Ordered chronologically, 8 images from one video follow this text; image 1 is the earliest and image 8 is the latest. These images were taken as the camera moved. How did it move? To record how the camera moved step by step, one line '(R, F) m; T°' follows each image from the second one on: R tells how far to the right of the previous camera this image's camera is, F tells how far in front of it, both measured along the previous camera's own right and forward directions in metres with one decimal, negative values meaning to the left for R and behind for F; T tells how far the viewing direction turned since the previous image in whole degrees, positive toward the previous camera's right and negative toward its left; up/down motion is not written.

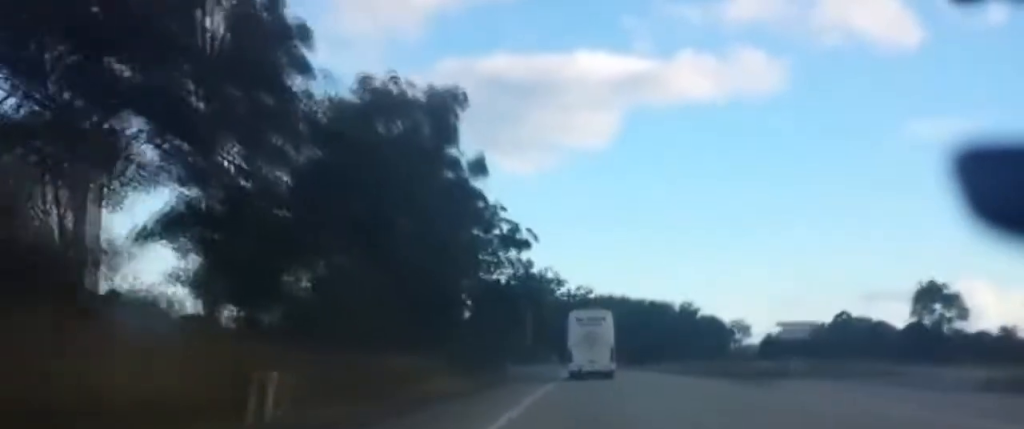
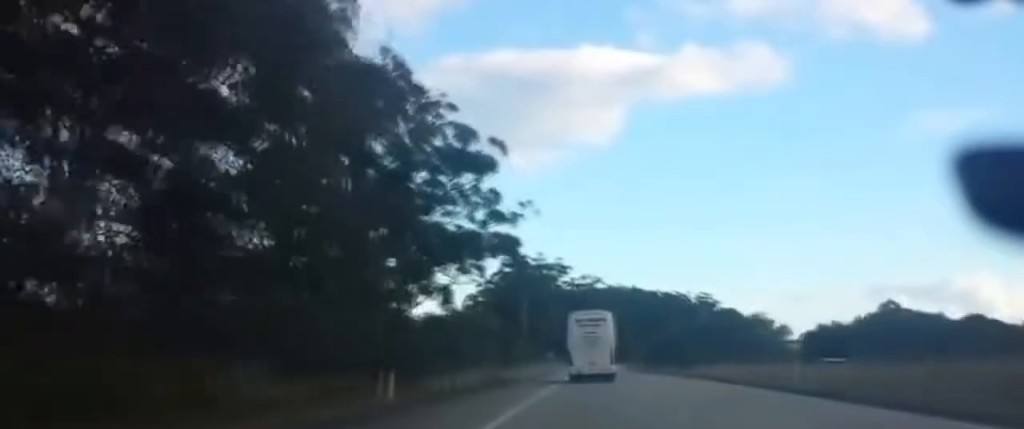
(+0.7, +48.8) m; +1°
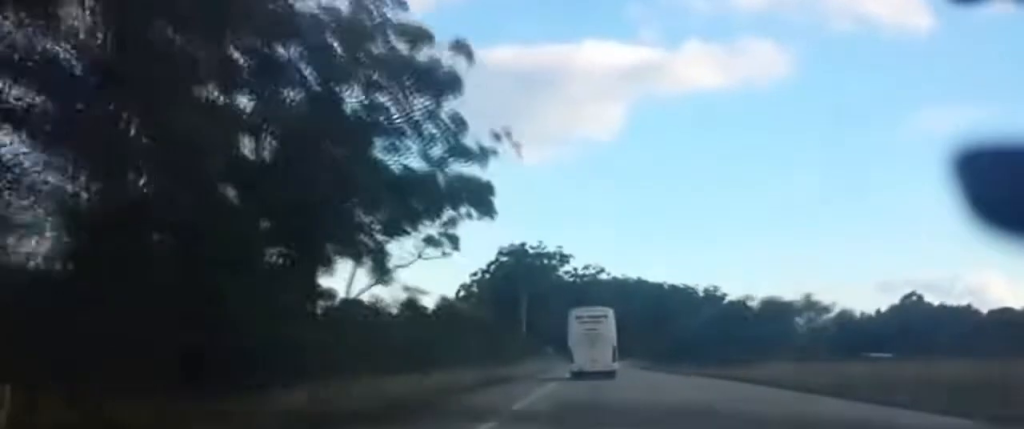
(0.0, +19.8) m; 0°
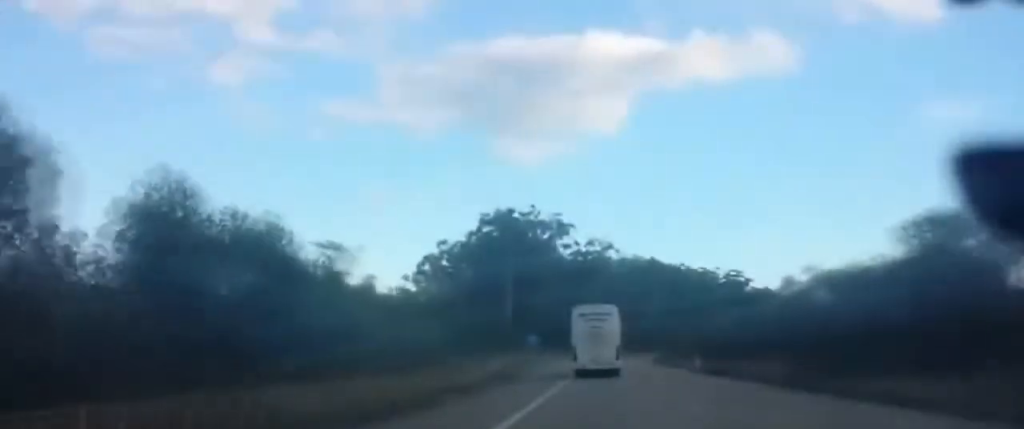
(-1.0, +55.9) m; -2°
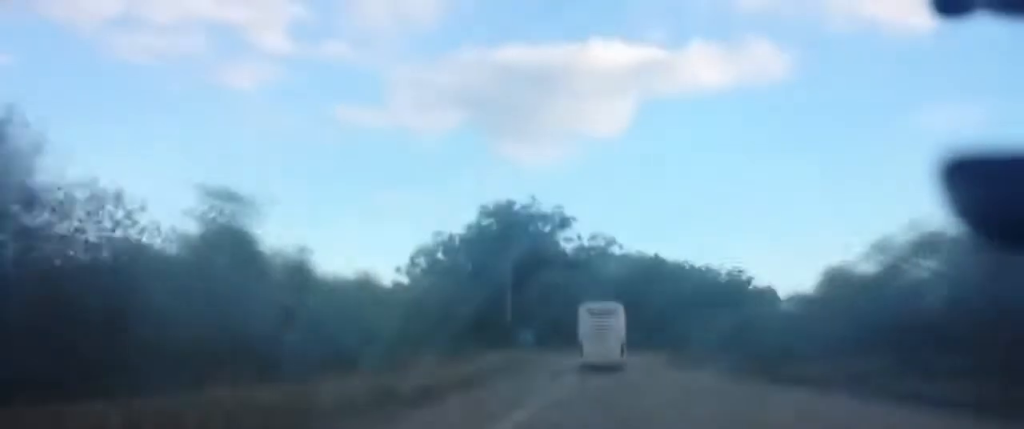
(-0.2, +15.7) m; 0°
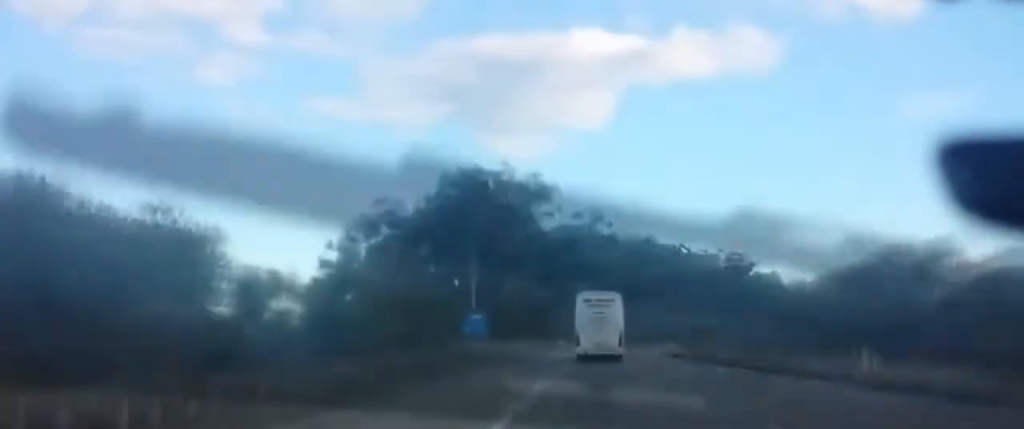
(+0.5, +32.2) m; +1°
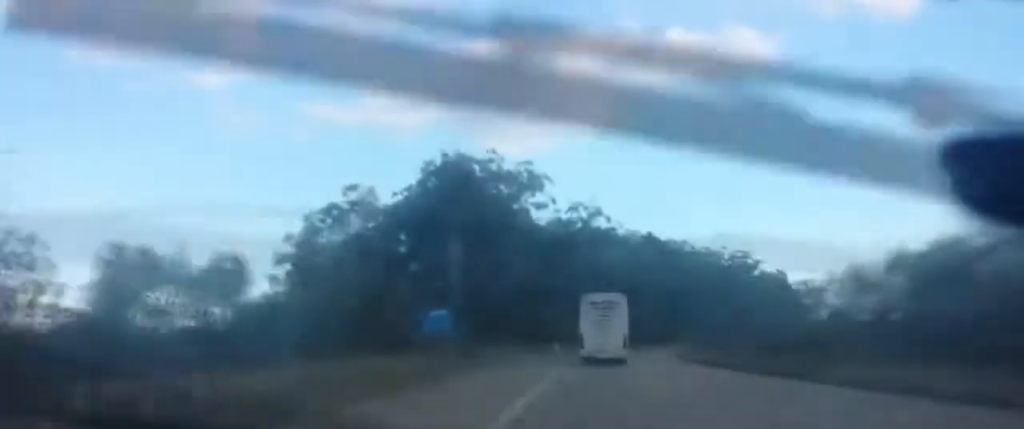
(0.0, +14.8) m; 0°
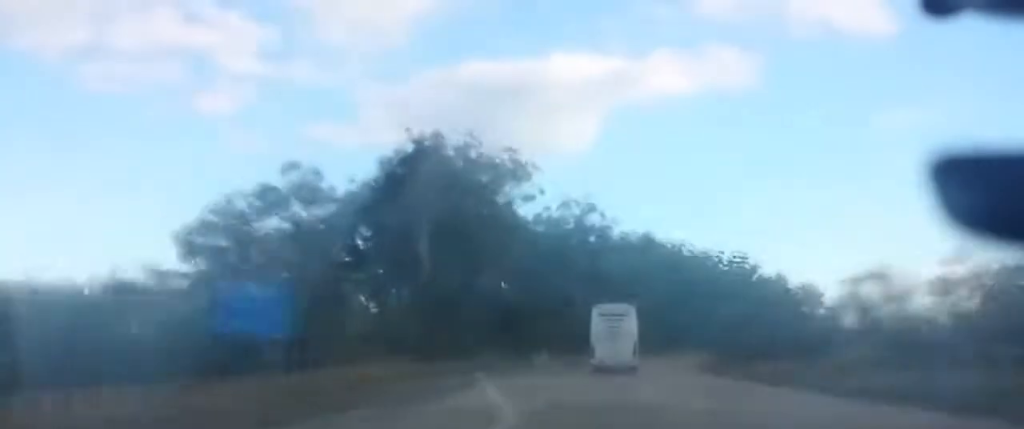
(+0.1, +25.9) m; 0°
